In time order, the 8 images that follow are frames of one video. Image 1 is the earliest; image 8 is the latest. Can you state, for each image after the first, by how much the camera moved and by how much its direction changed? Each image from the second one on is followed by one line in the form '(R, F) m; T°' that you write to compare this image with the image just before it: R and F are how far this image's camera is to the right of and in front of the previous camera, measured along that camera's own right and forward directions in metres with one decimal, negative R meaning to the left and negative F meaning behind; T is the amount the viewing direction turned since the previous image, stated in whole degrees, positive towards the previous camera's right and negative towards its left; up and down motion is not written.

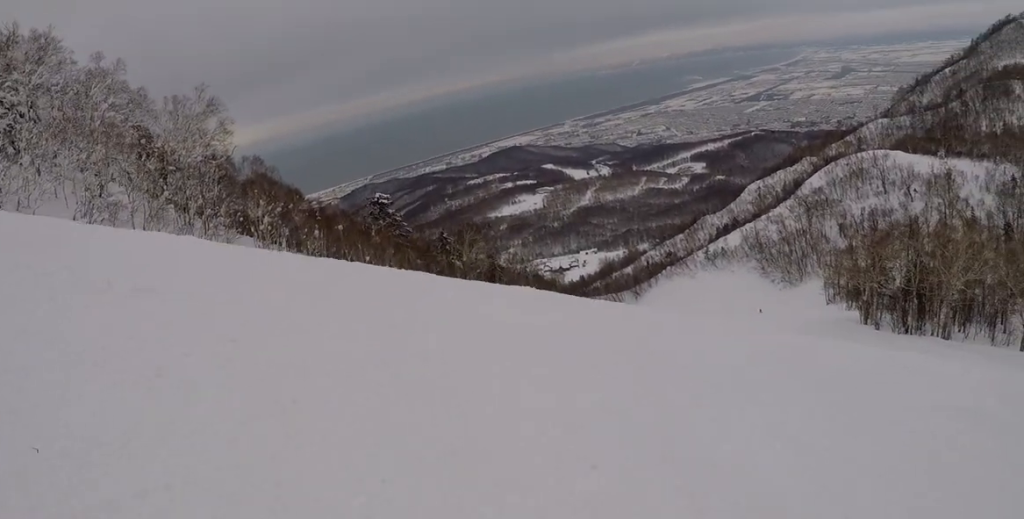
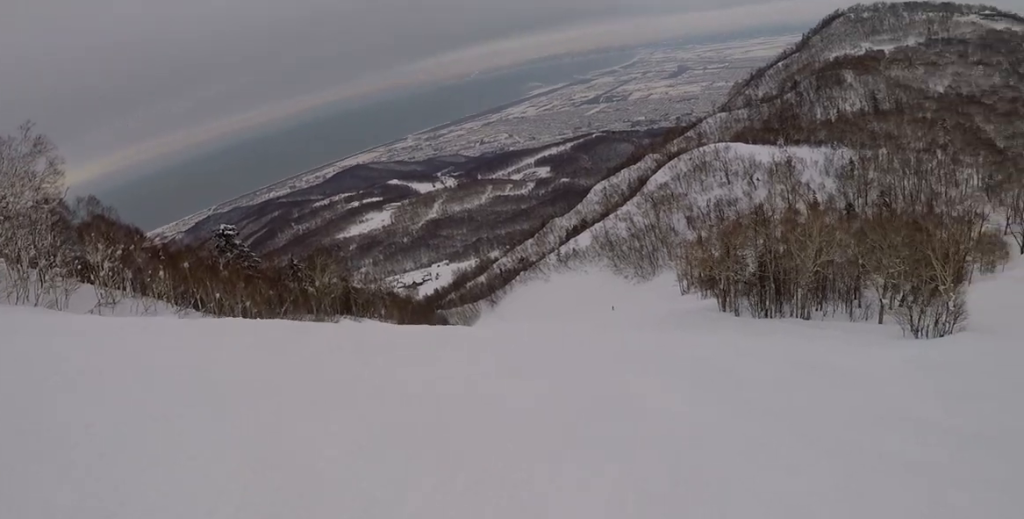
(-0.1, +2.0) m; +20°
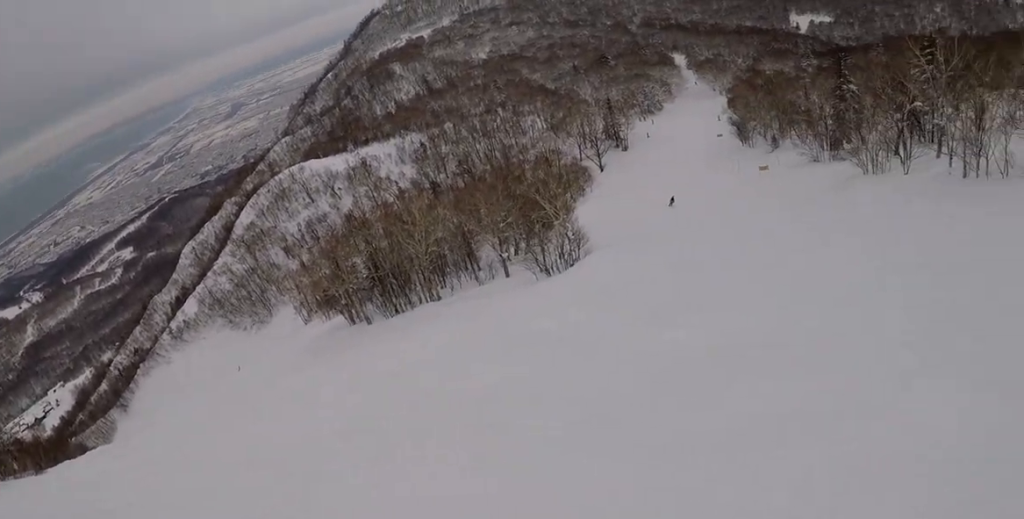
(+1.3, +2.8) m; +31°
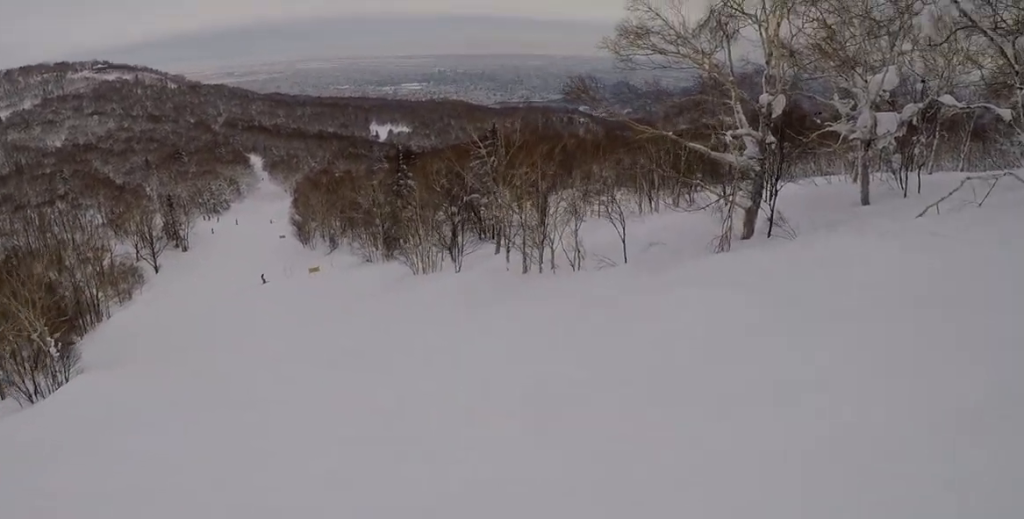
(+6.2, +10.3) m; +27°
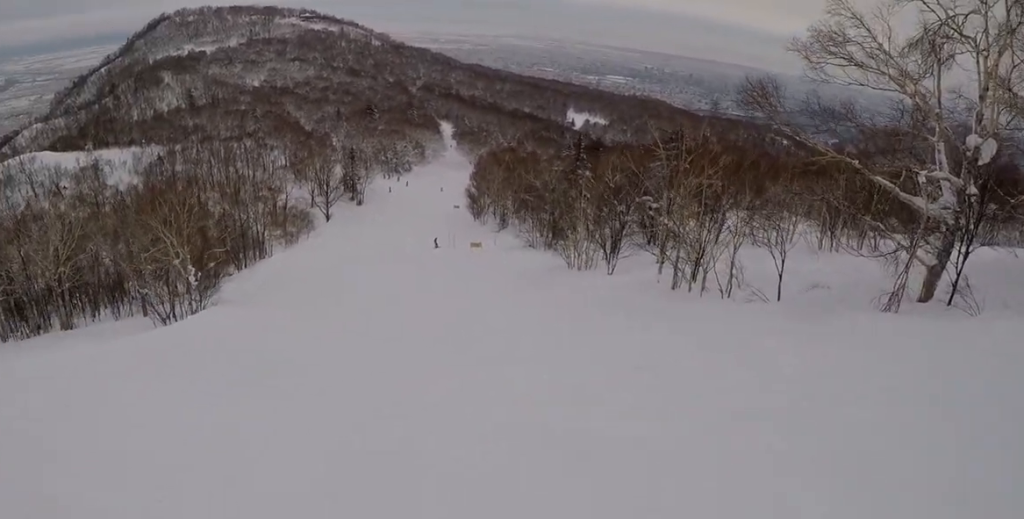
(+0.5, +2.6) m; -19°
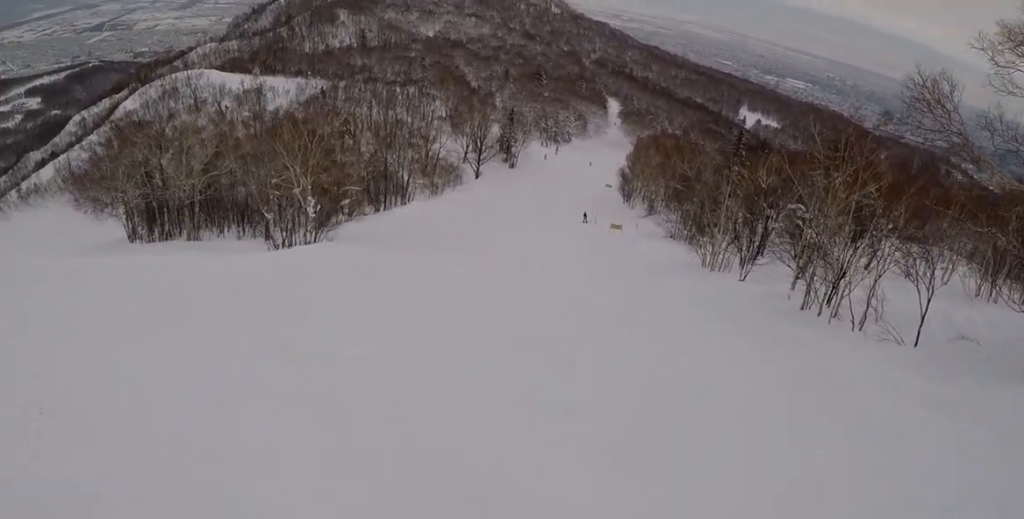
(-1.3, +2.2) m; -23°
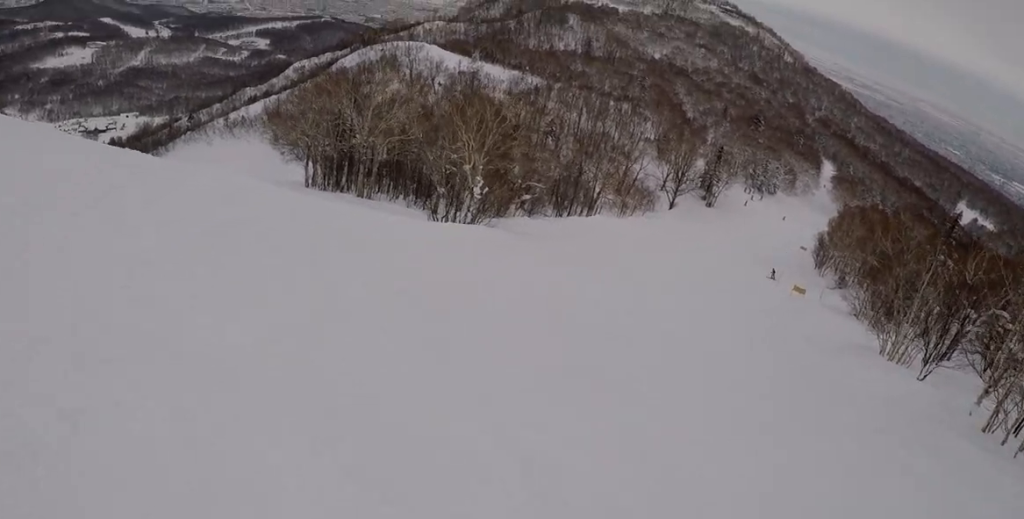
(-0.6, +2.6) m; -21°
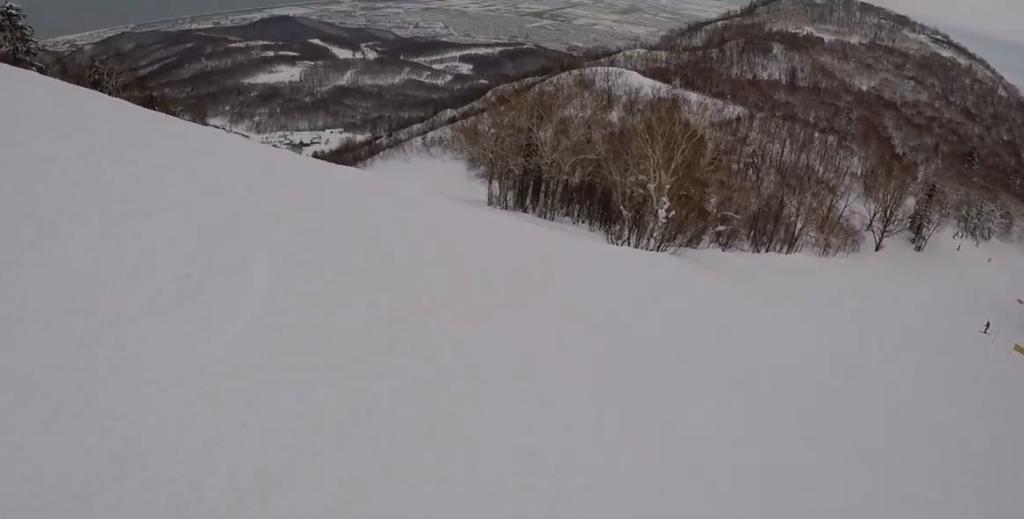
(-0.6, +3.8) m; -15°
